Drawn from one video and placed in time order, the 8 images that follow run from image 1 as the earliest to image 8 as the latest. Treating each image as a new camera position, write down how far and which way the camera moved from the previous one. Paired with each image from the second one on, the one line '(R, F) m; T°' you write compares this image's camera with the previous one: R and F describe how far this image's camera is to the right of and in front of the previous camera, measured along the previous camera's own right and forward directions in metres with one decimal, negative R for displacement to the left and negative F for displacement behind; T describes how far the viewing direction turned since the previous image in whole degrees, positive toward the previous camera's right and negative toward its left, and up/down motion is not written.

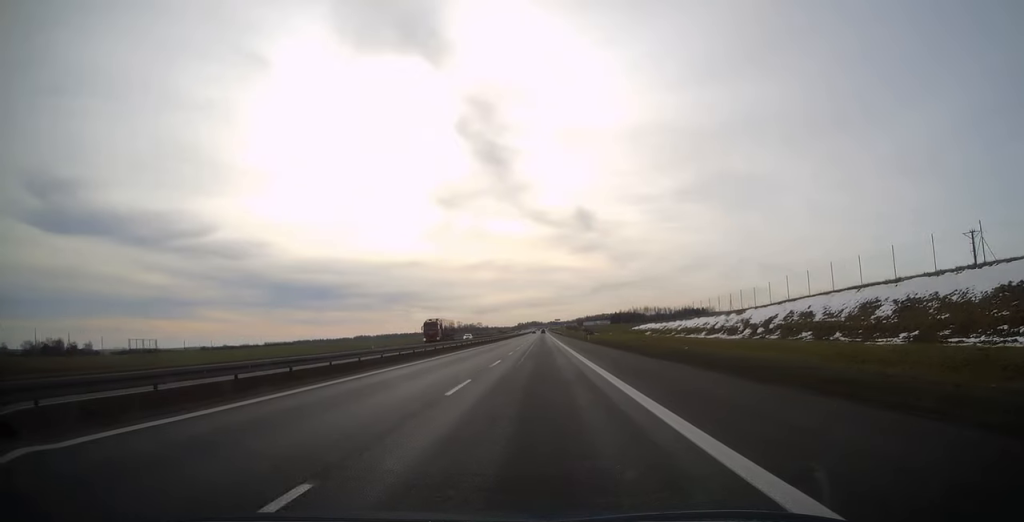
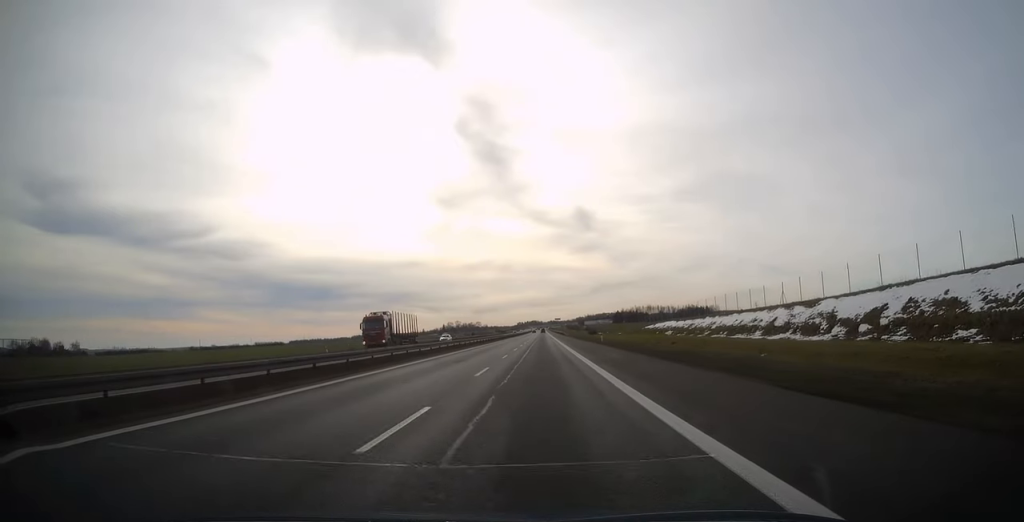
(0.0, +17.9) m; 0°
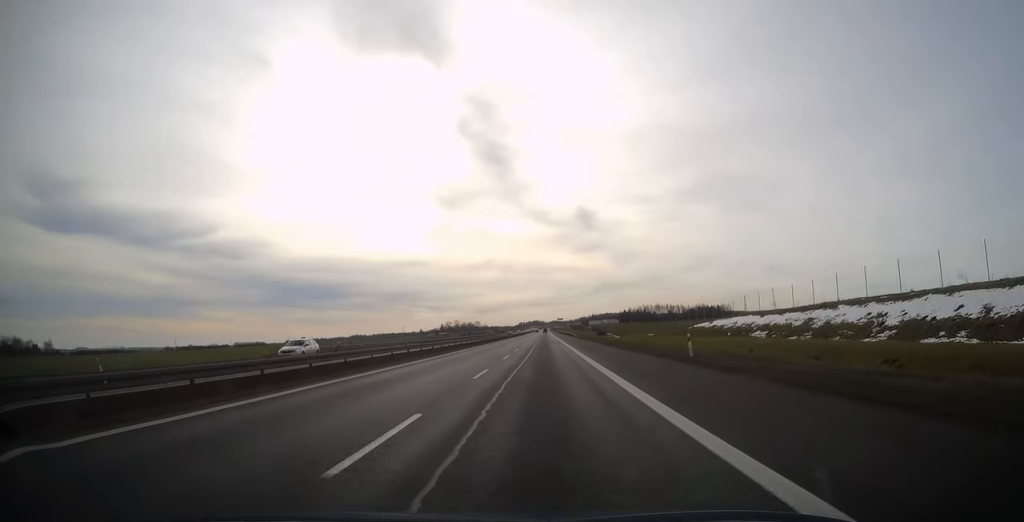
(-0.1, +36.7) m; 0°
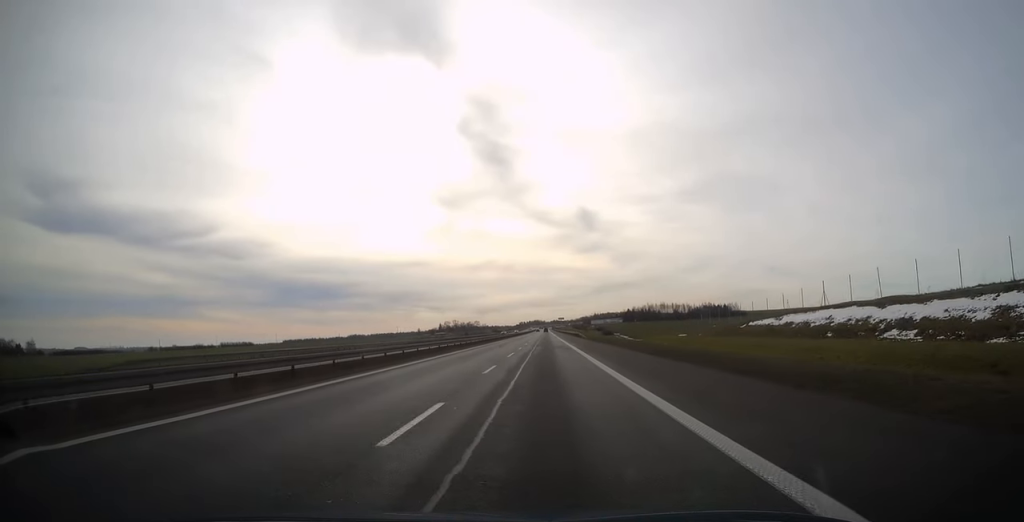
(0.0, +21.9) m; 0°
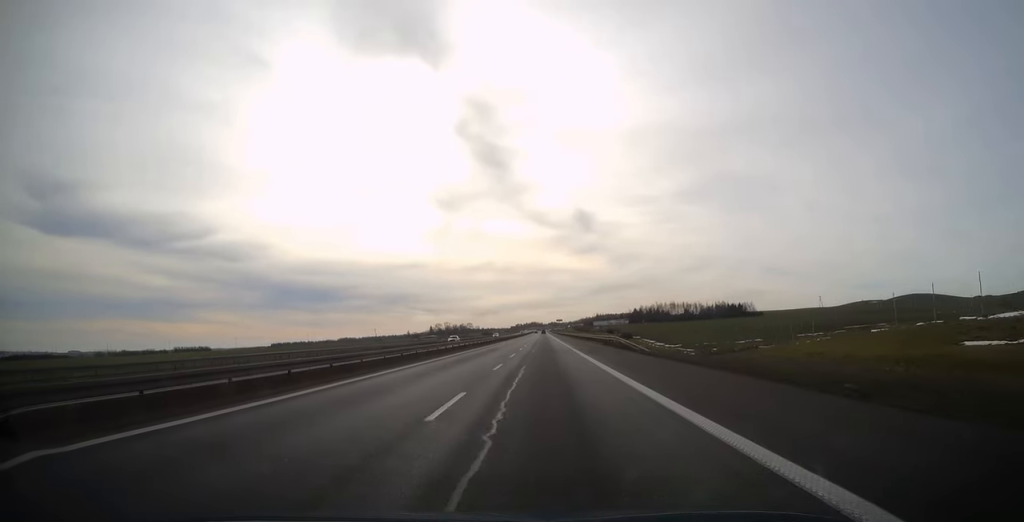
(-0.1, +56.7) m; 0°
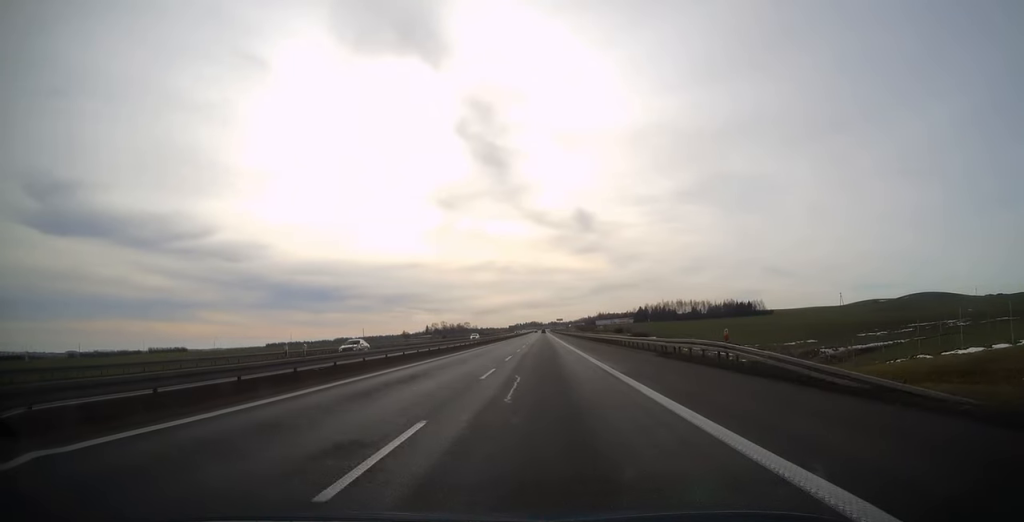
(0.0, +27.4) m; 0°
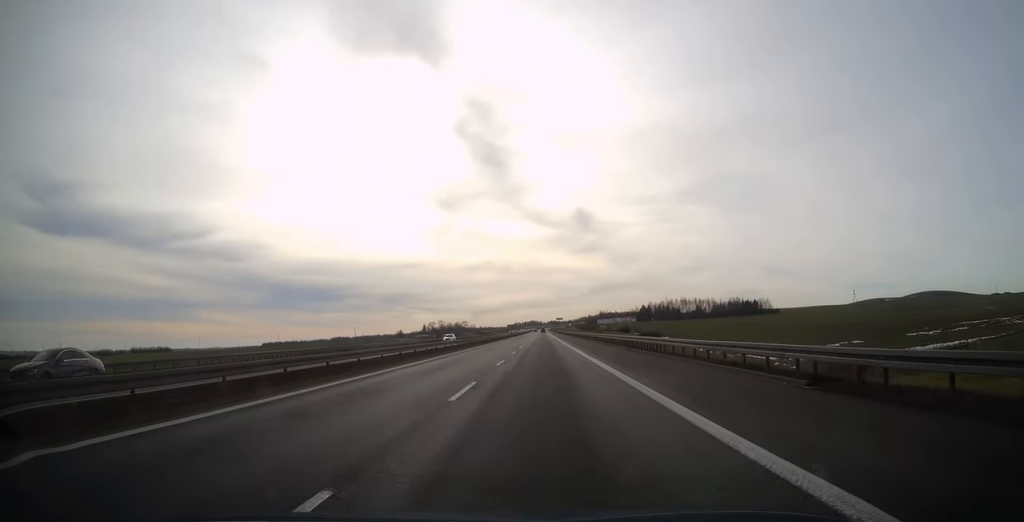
(0.0, +16.7) m; 0°
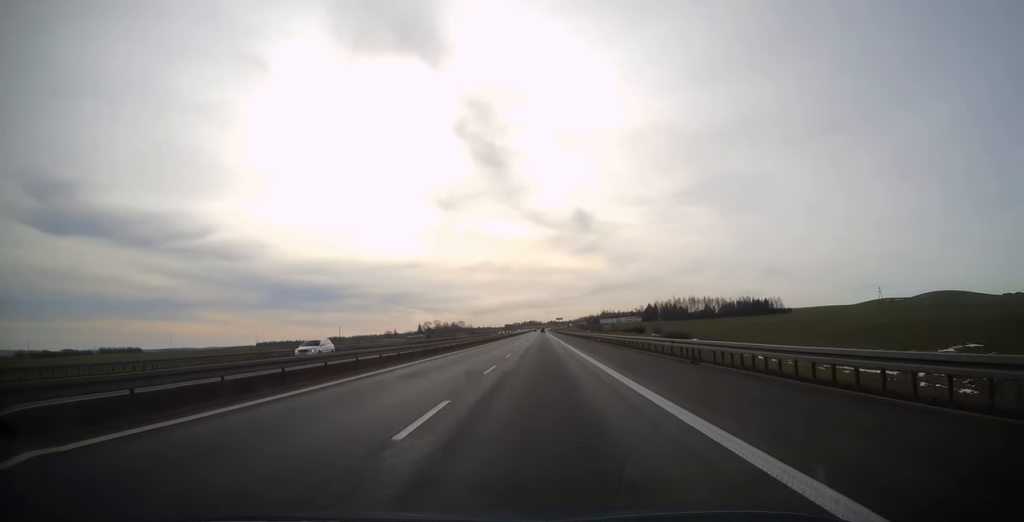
(0.0, +27.9) m; 0°
